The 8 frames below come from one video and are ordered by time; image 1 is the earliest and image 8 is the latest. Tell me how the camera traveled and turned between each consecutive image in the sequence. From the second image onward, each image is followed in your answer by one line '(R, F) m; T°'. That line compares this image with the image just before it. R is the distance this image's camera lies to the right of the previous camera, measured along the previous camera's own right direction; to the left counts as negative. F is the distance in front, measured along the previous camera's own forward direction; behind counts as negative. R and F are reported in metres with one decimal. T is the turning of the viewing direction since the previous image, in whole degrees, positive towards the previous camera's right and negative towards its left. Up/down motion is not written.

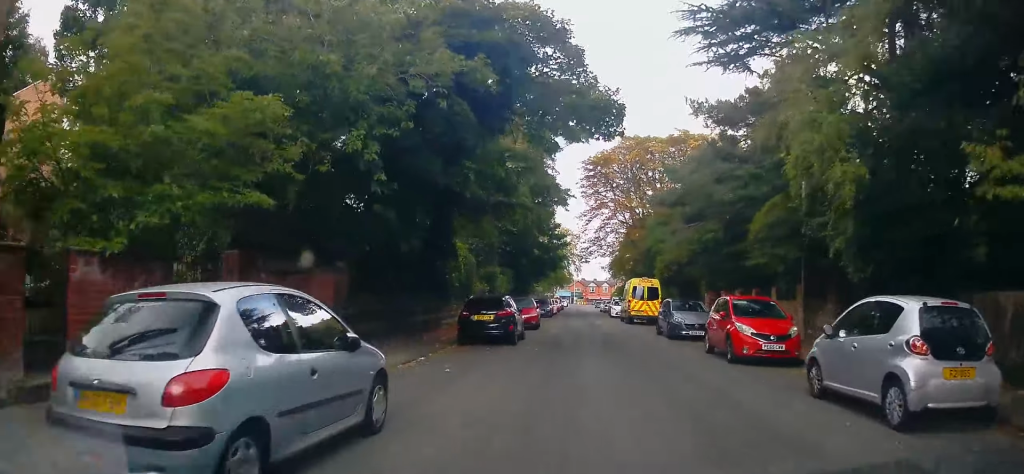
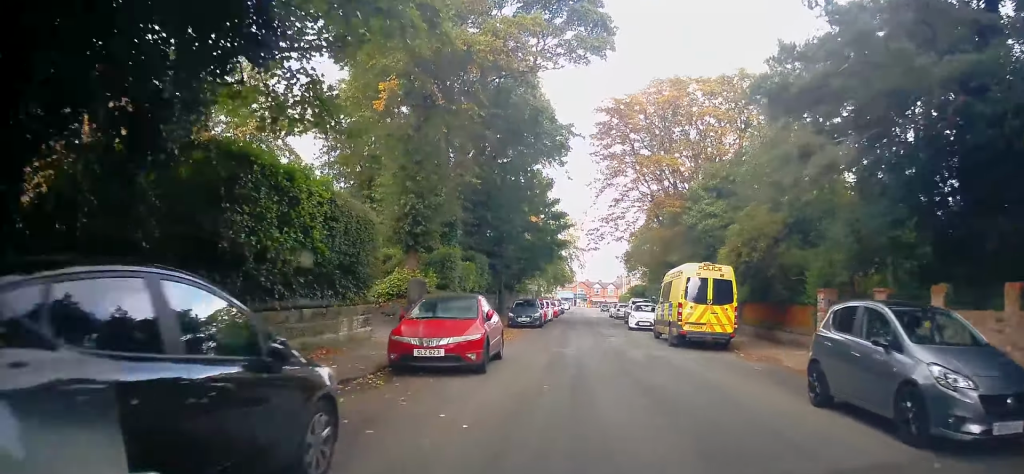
(+0.3, +16.0) m; +2°
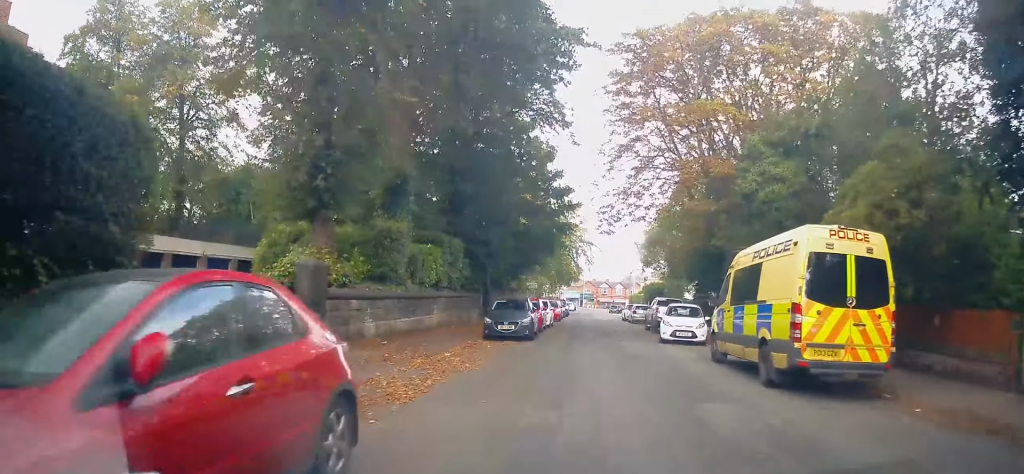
(-0.1, +9.7) m; -2°
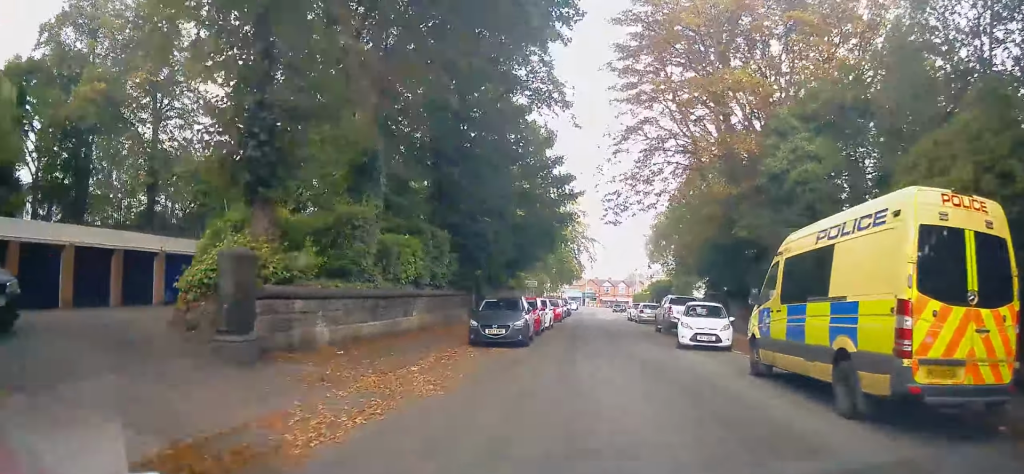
(0.0, +3.2) m; -1°
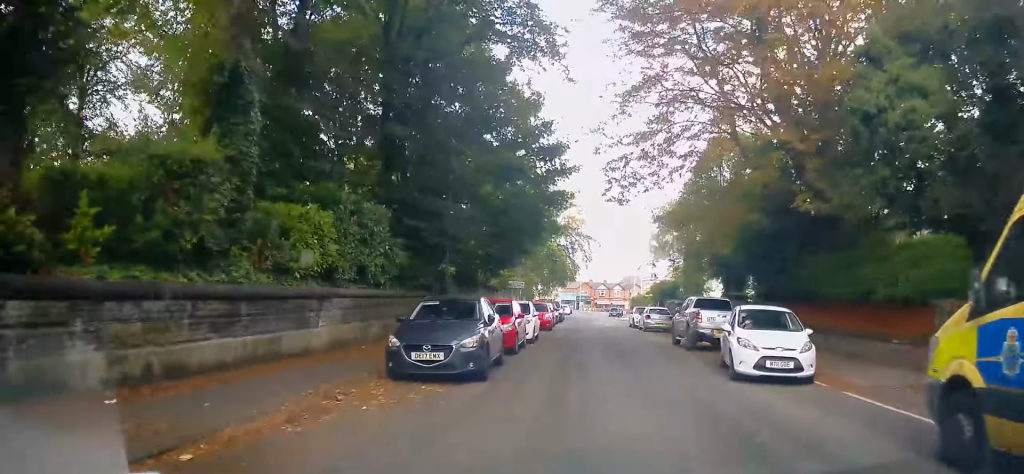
(0.0, +6.7) m; 0°
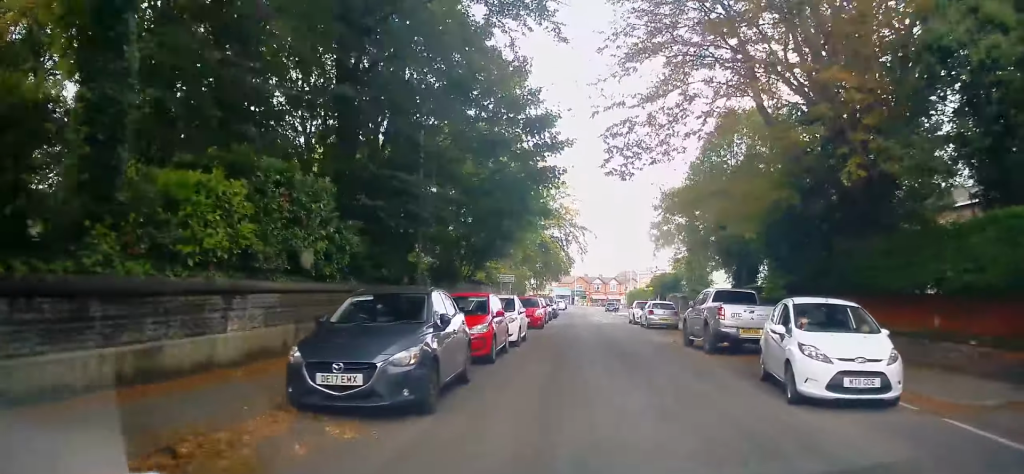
(0.0, +3.3) m; 0°
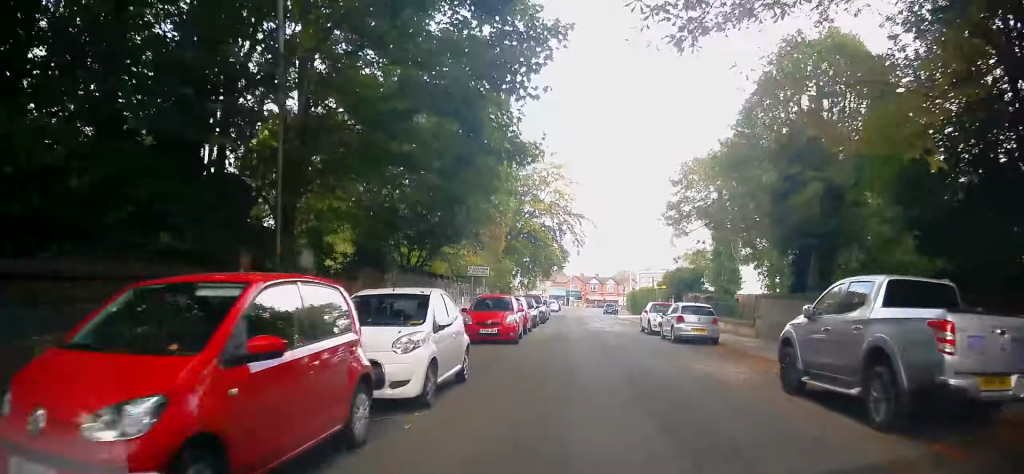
(0.0, +9.7) m; 0°
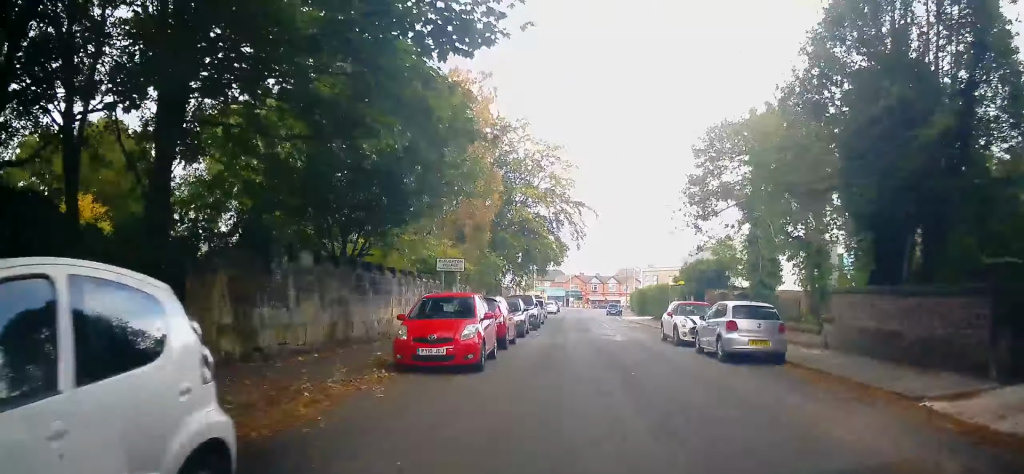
(0.0, +7.1) m; 0°
